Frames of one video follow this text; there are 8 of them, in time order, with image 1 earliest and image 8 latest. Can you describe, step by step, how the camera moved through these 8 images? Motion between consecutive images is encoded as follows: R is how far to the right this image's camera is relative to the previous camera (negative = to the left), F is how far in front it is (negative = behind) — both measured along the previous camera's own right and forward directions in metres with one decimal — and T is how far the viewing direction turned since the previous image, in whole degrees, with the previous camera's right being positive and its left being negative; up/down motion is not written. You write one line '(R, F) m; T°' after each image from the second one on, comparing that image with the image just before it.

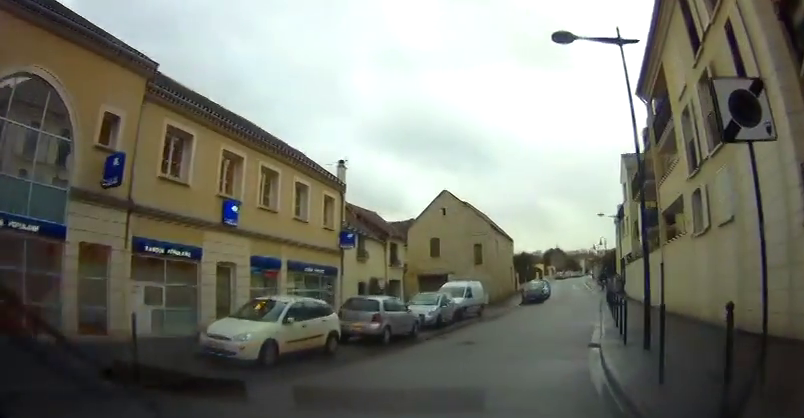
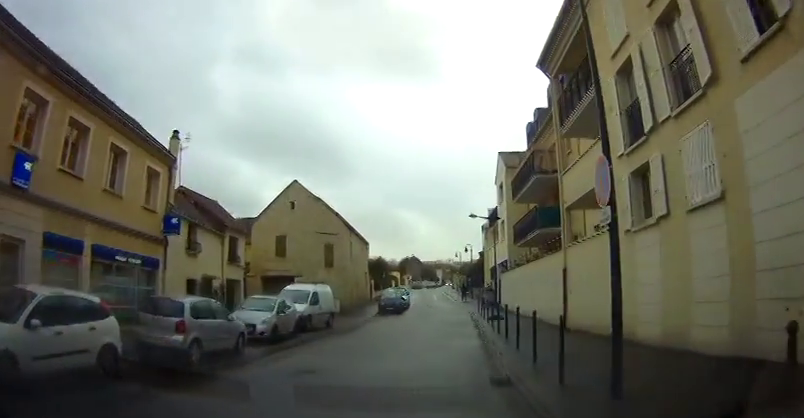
(+0.7, +4.5) m; +15°
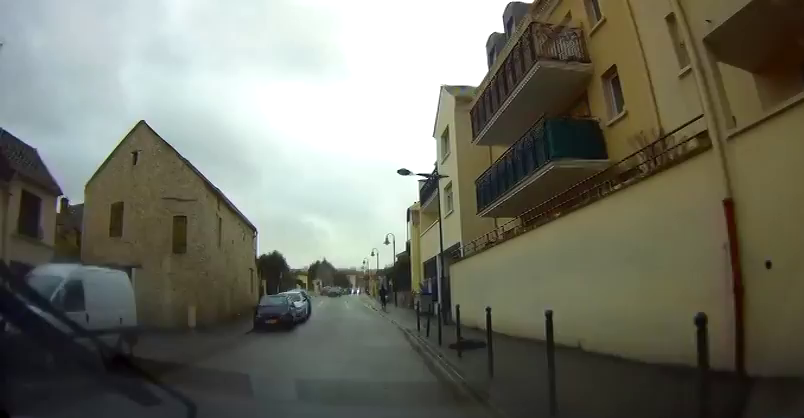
(+1.6, +11.4) m; +11°
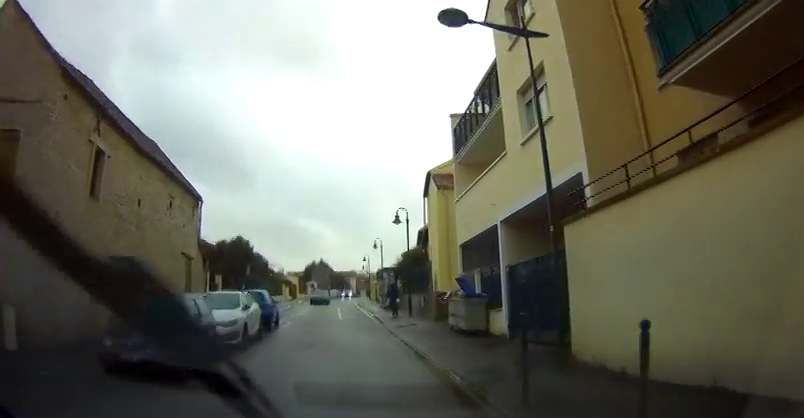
(+0.4, +11.3) m; +2°
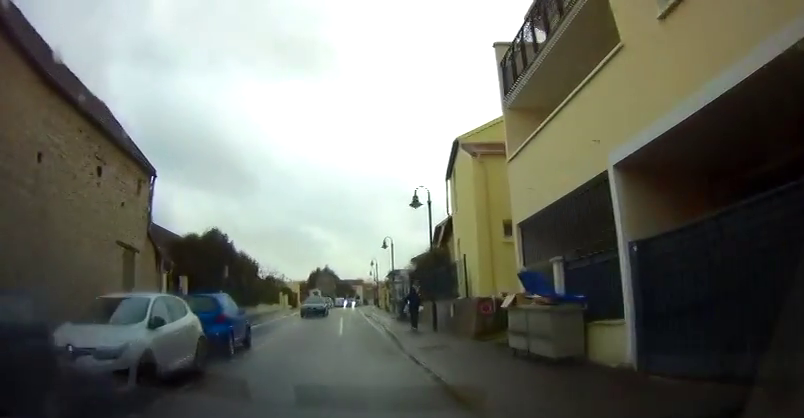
(0.0, +6.1) m; -1°
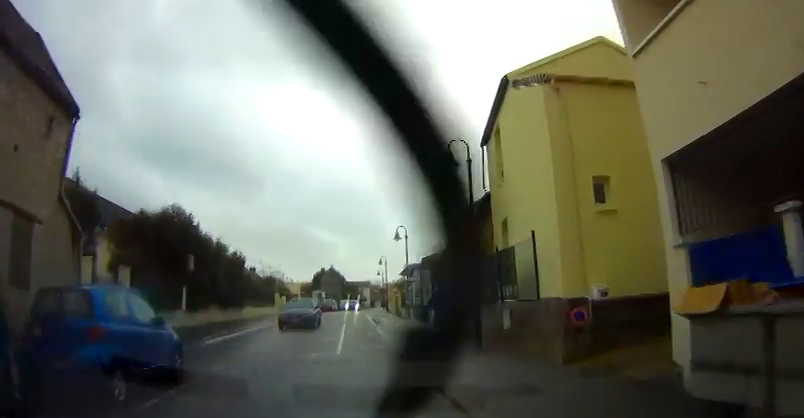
(-0.2, +6.2) m; -2°
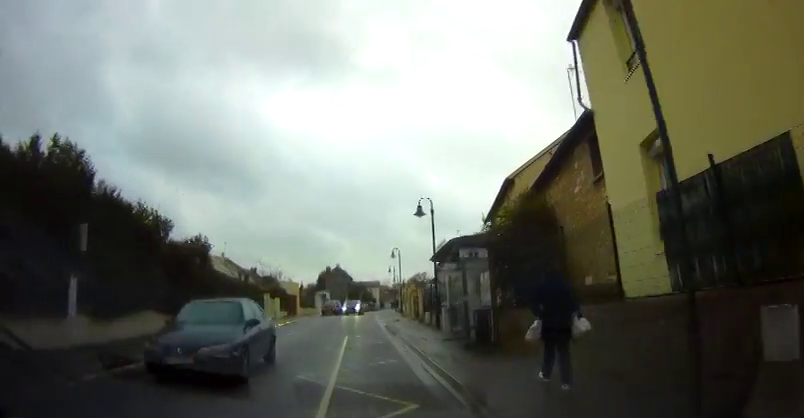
(0.0, +8.4) m; 0°
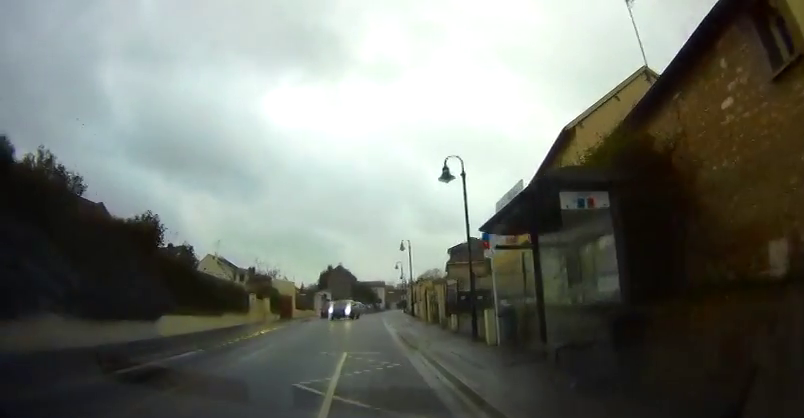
(0.0, +6.0) m; 0°
